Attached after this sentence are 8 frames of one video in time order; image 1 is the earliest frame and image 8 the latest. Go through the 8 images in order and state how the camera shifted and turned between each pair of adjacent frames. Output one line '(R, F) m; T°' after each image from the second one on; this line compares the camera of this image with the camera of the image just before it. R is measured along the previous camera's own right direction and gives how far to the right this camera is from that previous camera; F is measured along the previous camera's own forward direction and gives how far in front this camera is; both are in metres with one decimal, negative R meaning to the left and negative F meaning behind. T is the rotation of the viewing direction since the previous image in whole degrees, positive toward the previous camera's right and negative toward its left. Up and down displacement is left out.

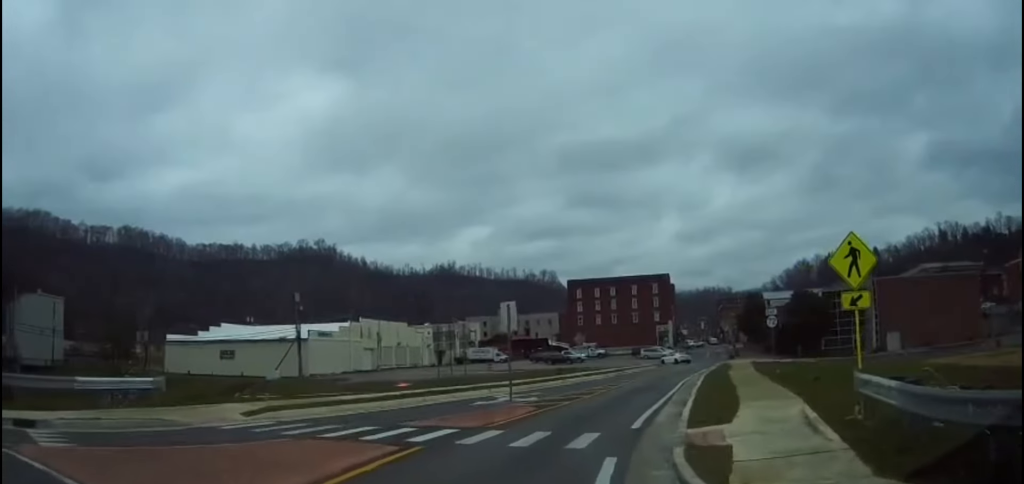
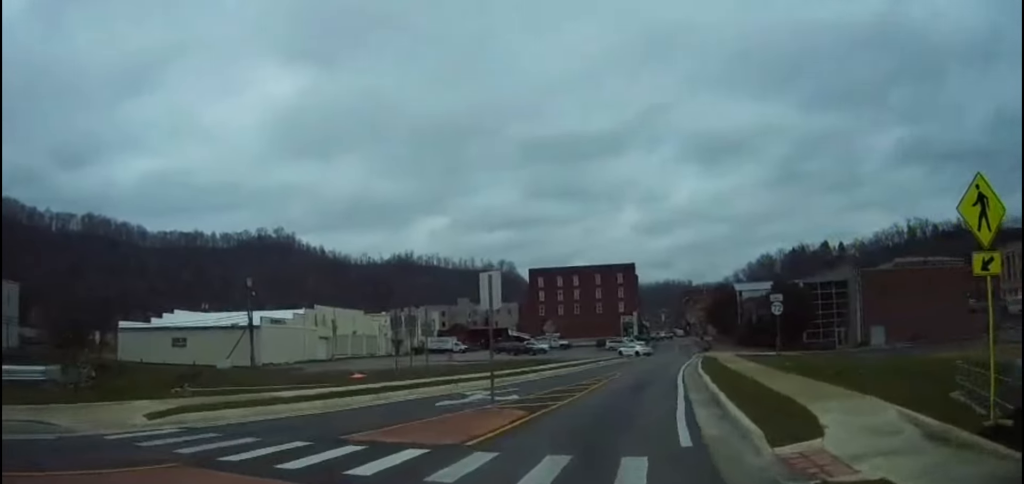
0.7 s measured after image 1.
(-0.3, +4.3) m; +3°
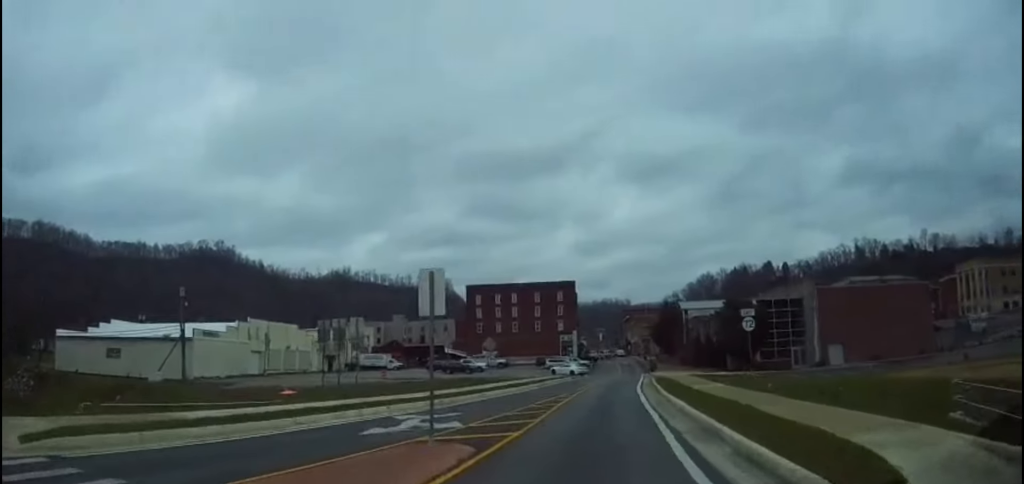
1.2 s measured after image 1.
(+0.4, +3.0) m; +4°
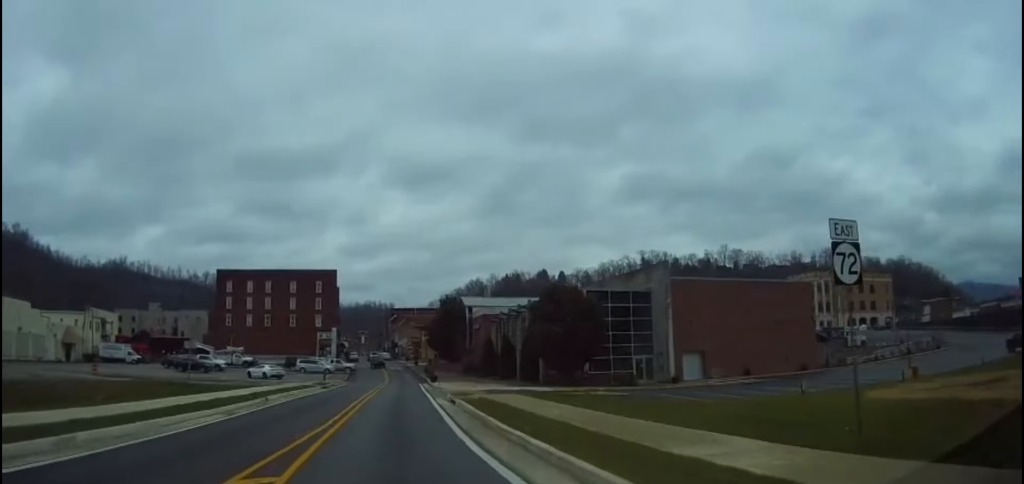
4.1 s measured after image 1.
(+4.1, +18.1) m; +18°
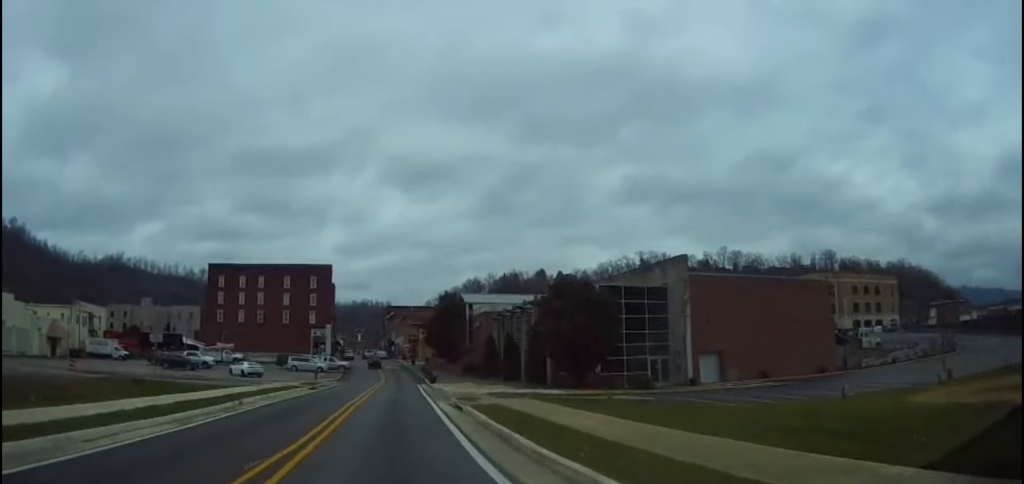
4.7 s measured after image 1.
(+0.1, +3.9) m; -2°
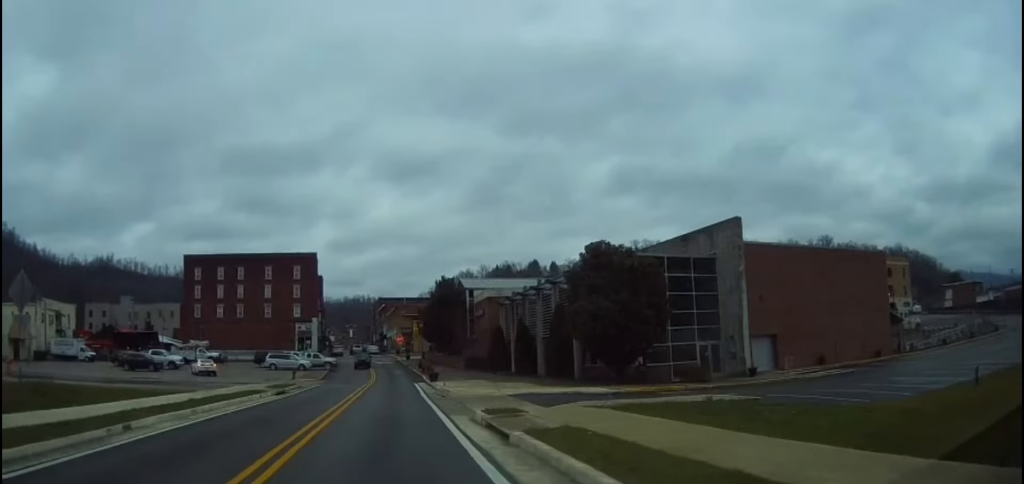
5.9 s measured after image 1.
(-0.1, +9.8) m; +4°
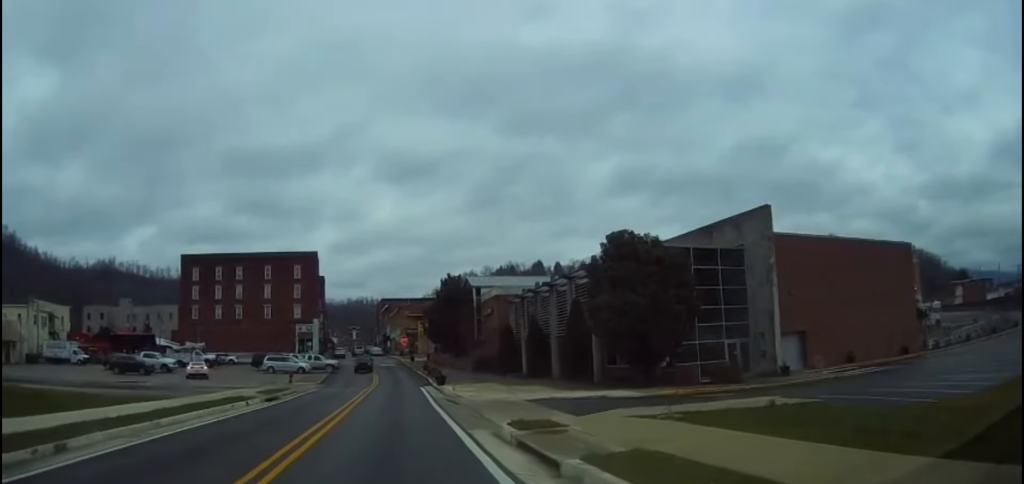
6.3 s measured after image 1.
(+0.3, +3.2) m; +1°
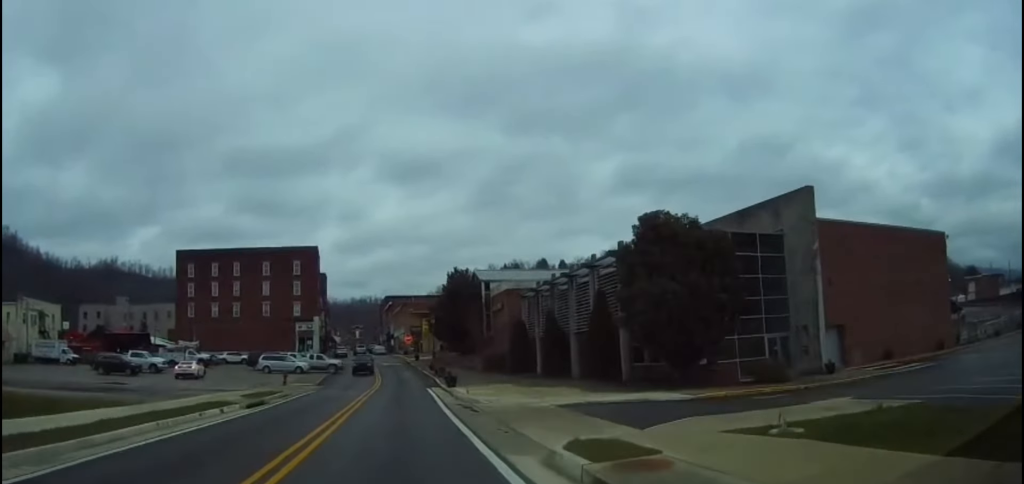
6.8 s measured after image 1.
(+0.2, +4.0) m; +1°
